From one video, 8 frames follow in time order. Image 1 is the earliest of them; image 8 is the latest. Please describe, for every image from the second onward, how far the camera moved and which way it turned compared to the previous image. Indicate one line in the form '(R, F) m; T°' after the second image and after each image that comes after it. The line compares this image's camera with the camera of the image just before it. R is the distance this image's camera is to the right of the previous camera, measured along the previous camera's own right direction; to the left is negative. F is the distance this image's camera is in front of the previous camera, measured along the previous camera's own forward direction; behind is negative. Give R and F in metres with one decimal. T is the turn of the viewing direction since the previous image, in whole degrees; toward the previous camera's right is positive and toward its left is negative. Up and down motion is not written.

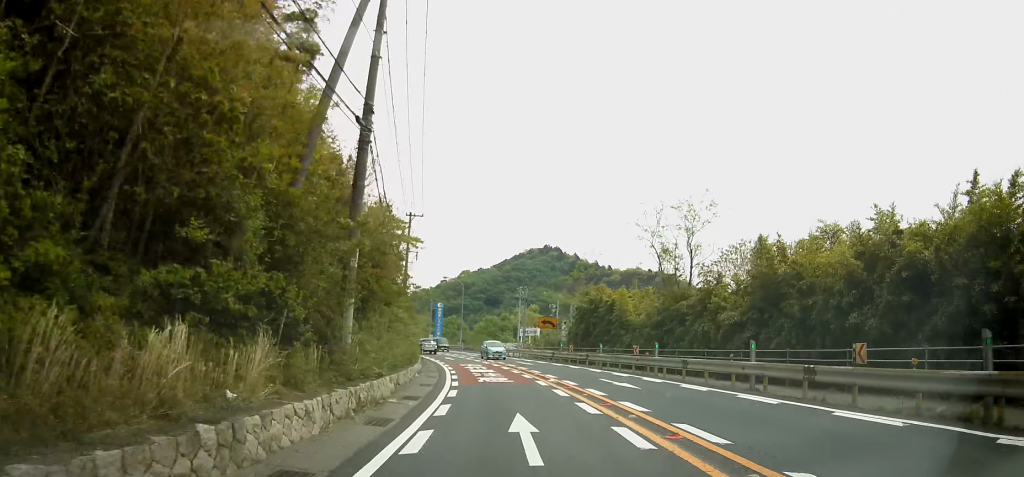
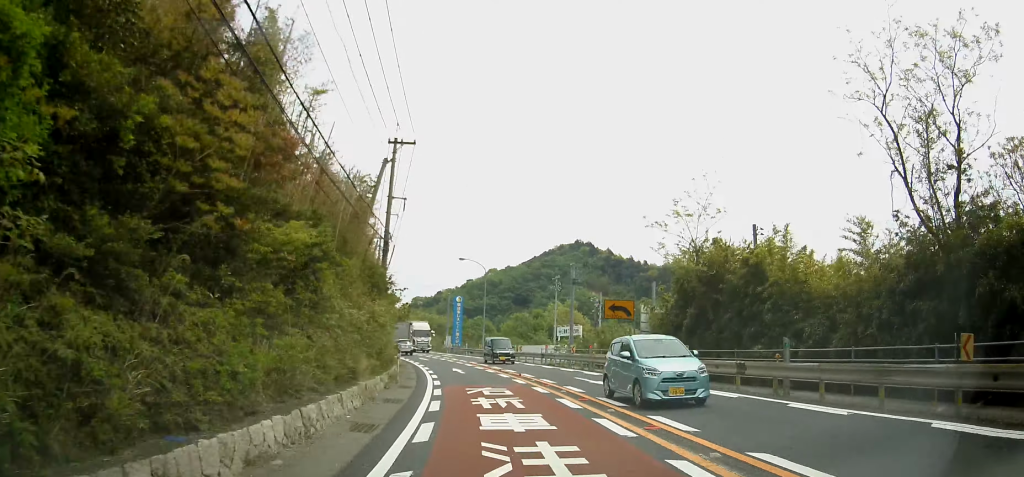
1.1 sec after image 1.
(-0.2, +18.7) m; -2°
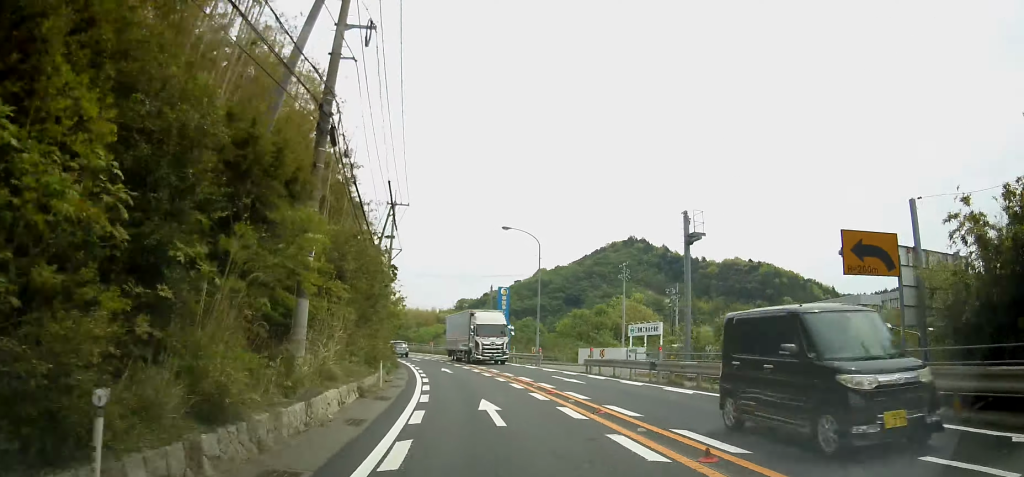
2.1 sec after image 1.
(-0.4, +17.5) m; -4°
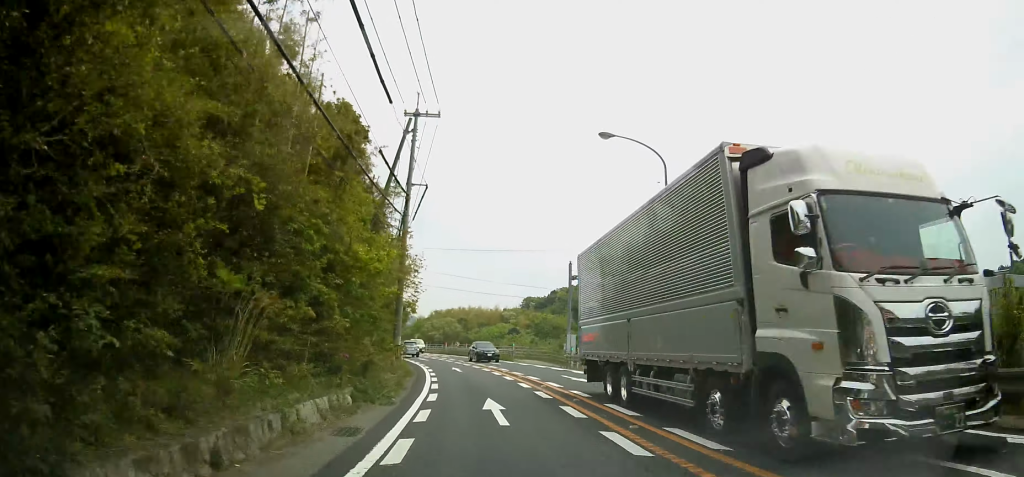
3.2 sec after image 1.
(-0.8, +19.2) m; -5°
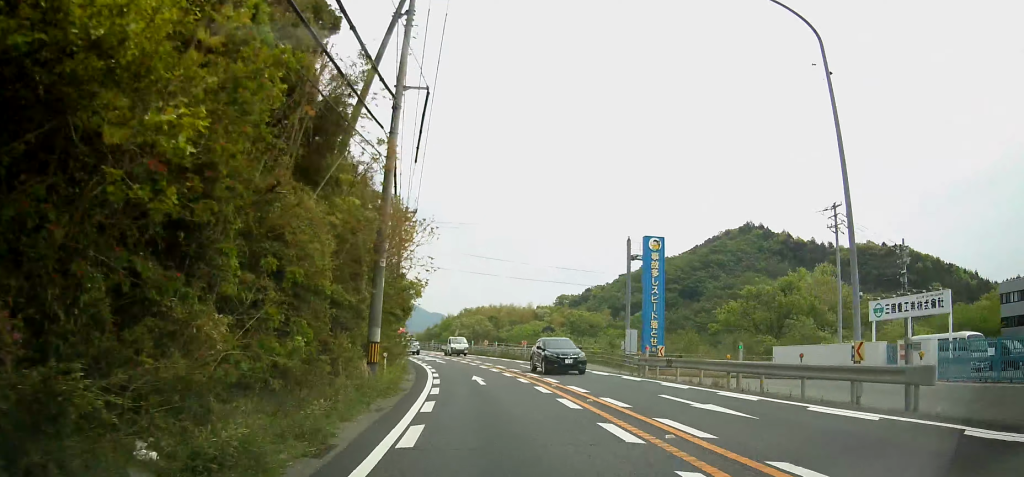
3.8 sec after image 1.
(-0.3, +11.0) m; -3°
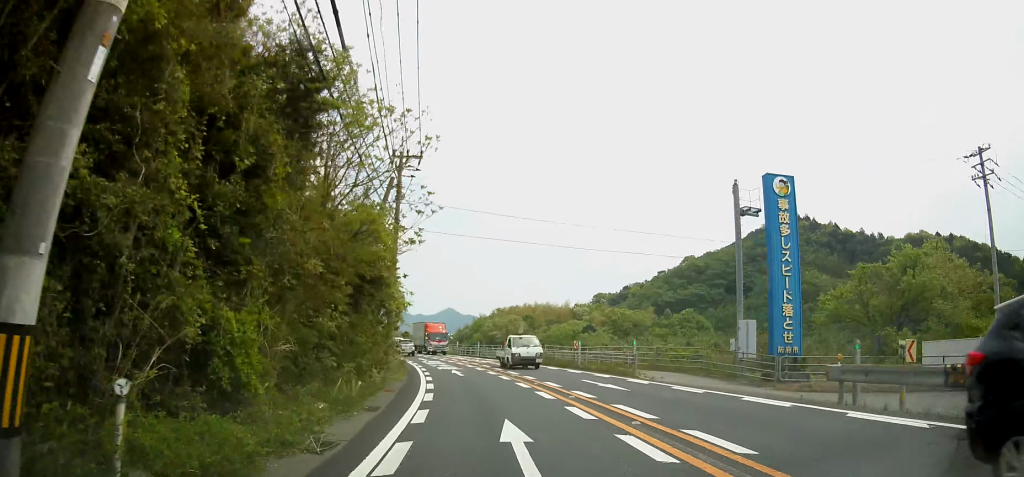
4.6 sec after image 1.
(-0.4, +13.2) m; -4°
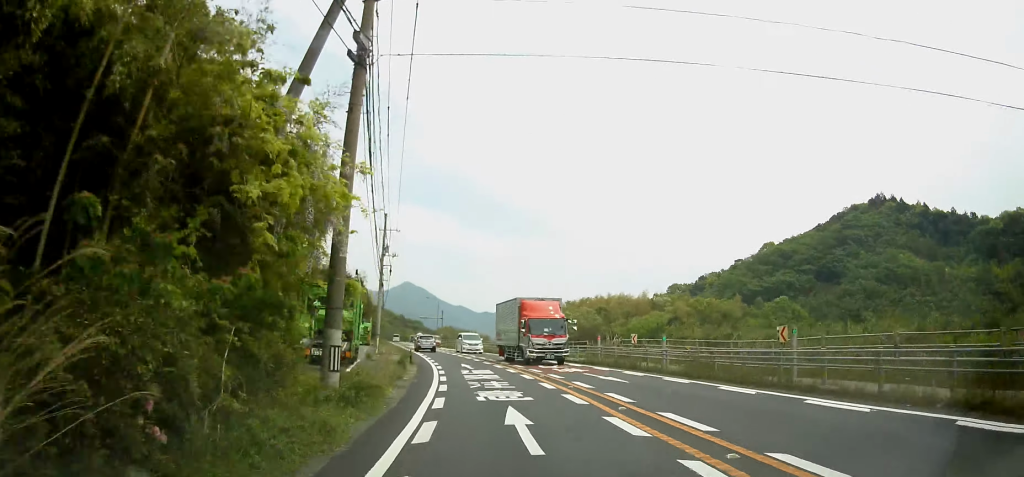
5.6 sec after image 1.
(-0.9, +18.2) m; -6°
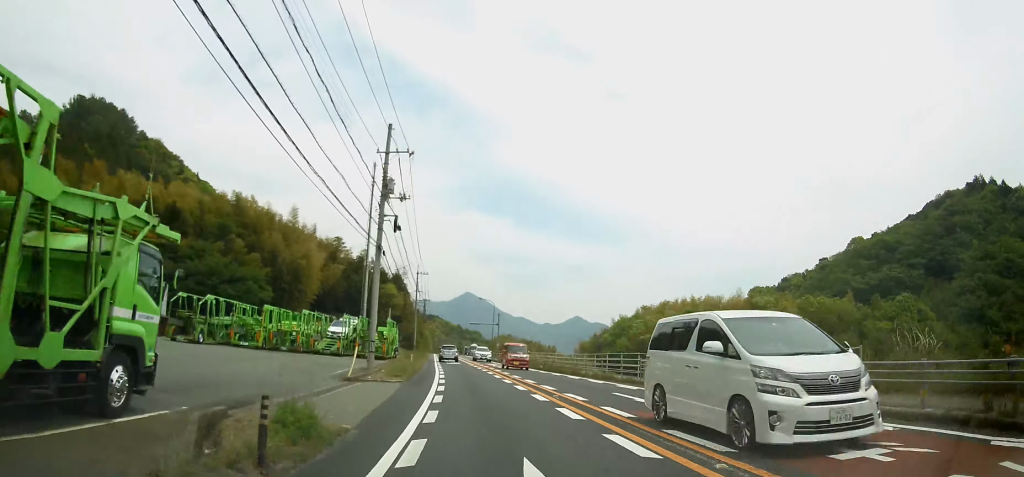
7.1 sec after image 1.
(-1.6, +24.6) m; -7°
